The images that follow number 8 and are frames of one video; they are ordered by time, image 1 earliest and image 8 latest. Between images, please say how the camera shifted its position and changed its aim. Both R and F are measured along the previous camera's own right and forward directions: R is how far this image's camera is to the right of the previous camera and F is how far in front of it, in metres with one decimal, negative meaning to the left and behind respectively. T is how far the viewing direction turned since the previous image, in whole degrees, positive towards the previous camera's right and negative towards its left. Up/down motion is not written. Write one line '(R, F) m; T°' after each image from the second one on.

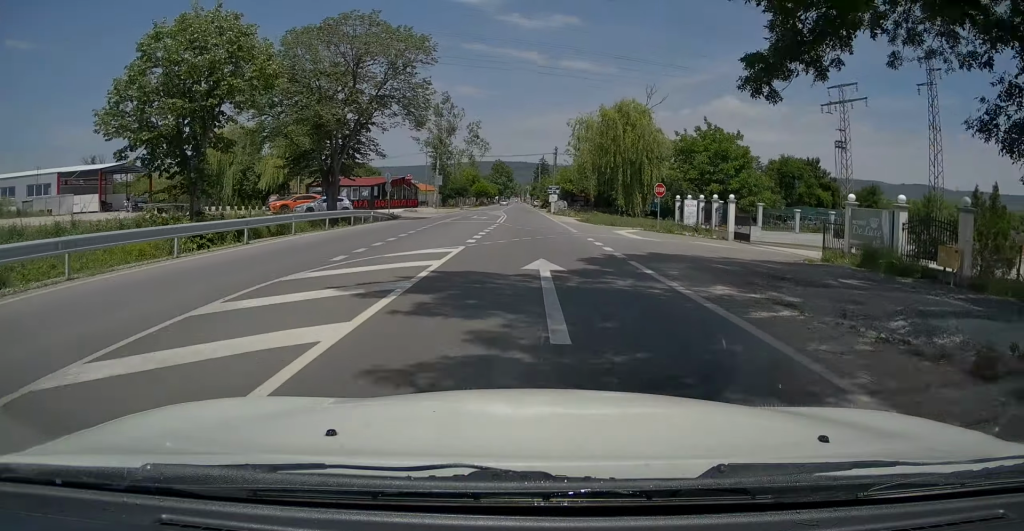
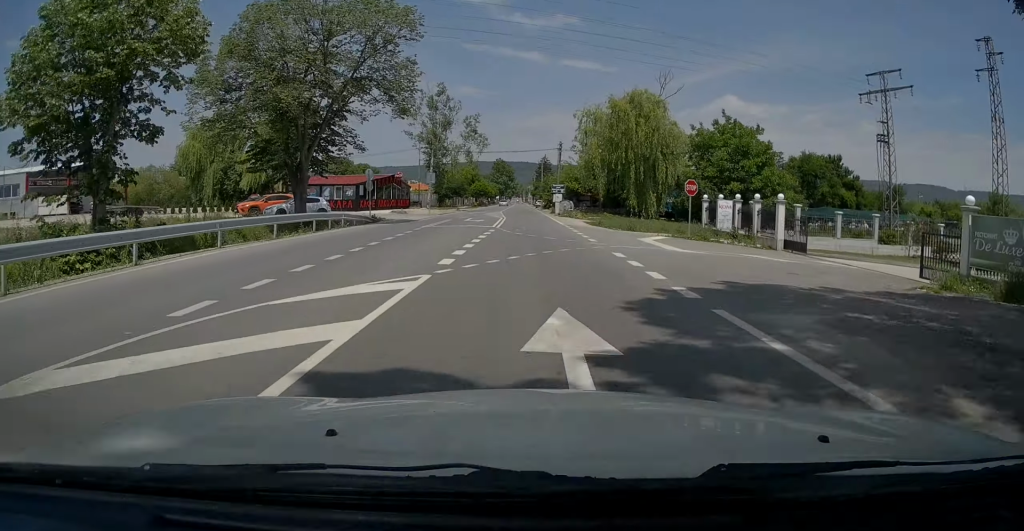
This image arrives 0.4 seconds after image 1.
(+0.1, +5.7) m; 0°
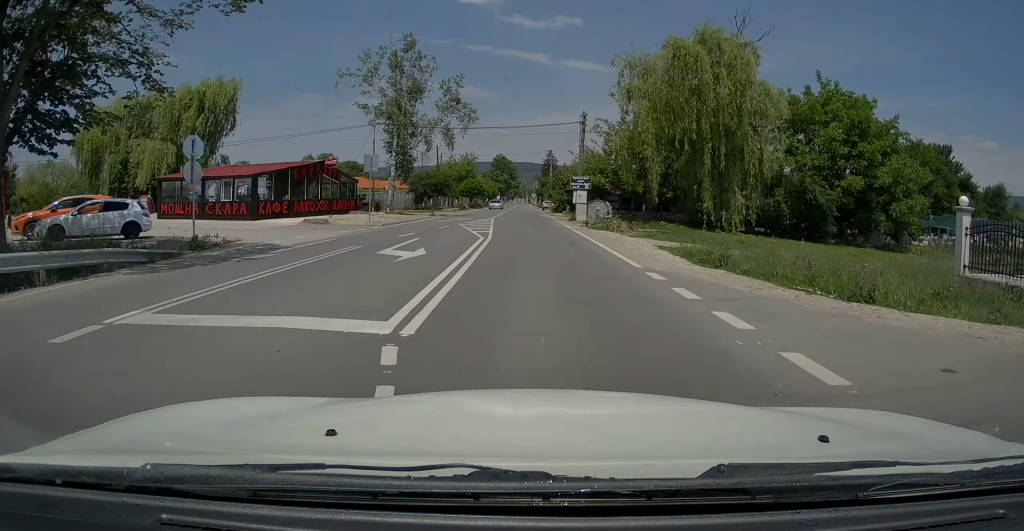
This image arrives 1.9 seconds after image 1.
(-0.2, +21.1) m; -1°
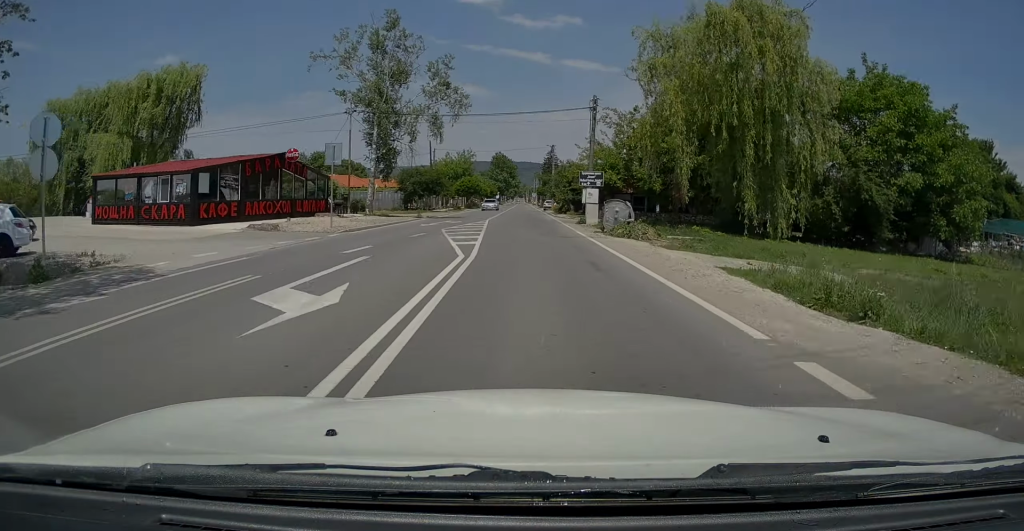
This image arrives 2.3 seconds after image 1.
(0.0, +6.2) m; 0°
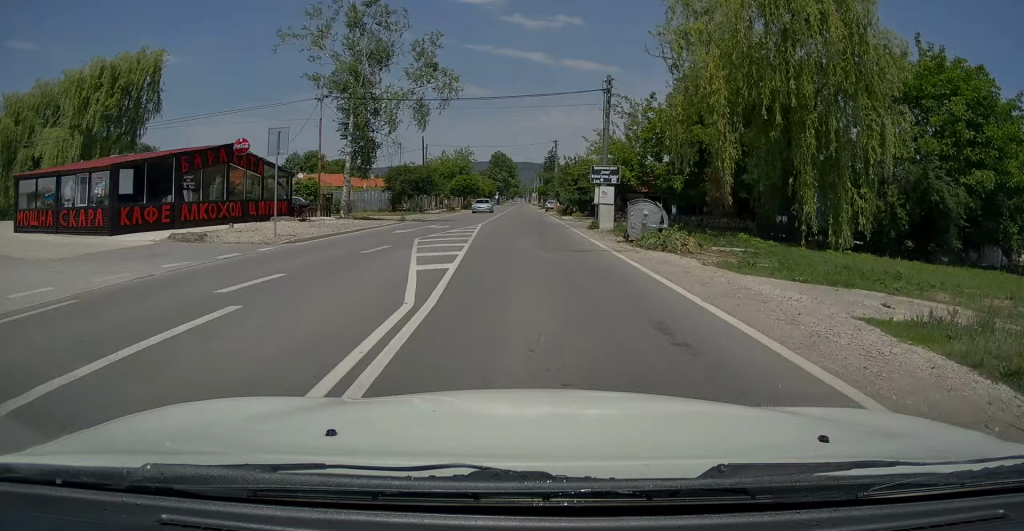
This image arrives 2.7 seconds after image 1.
(0.0, +5.7) m; 0°
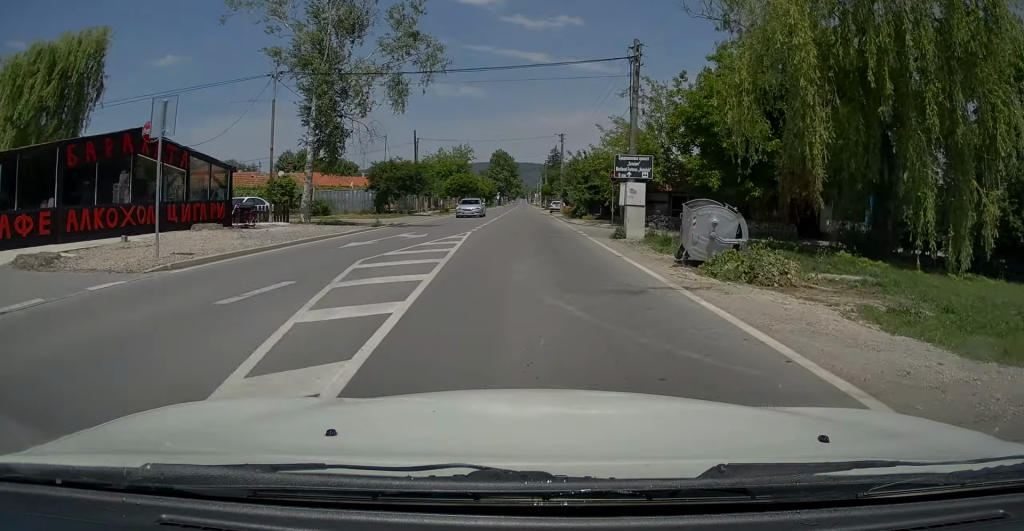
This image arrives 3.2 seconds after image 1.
(0.0, +6.7) m; 0°
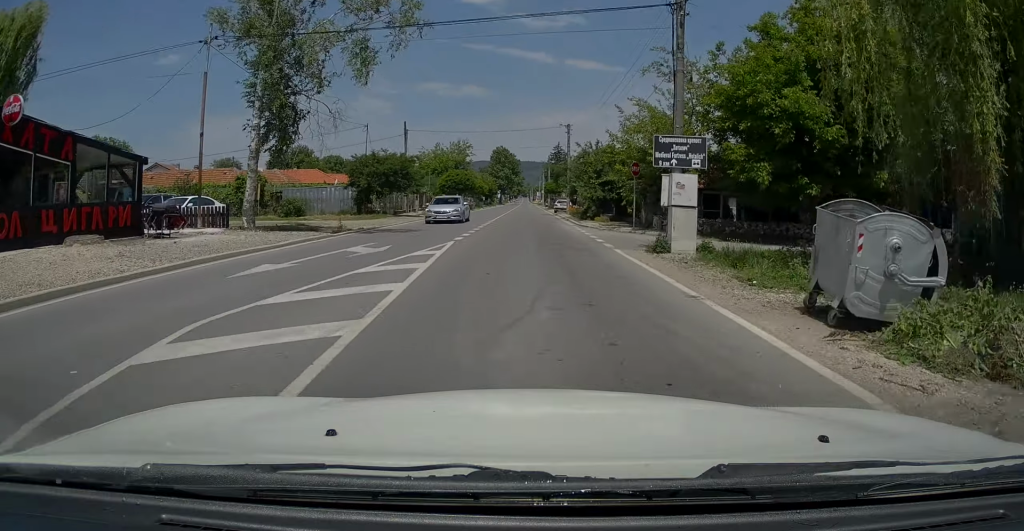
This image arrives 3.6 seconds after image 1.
(0.0, +6.2) m; 0°
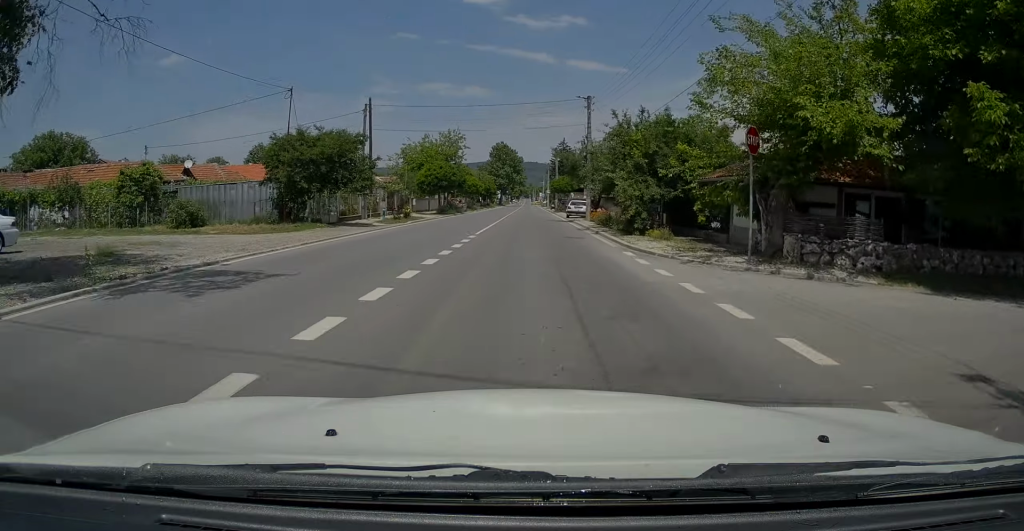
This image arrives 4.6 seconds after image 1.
(-0.2, +14.3) m; -1°
